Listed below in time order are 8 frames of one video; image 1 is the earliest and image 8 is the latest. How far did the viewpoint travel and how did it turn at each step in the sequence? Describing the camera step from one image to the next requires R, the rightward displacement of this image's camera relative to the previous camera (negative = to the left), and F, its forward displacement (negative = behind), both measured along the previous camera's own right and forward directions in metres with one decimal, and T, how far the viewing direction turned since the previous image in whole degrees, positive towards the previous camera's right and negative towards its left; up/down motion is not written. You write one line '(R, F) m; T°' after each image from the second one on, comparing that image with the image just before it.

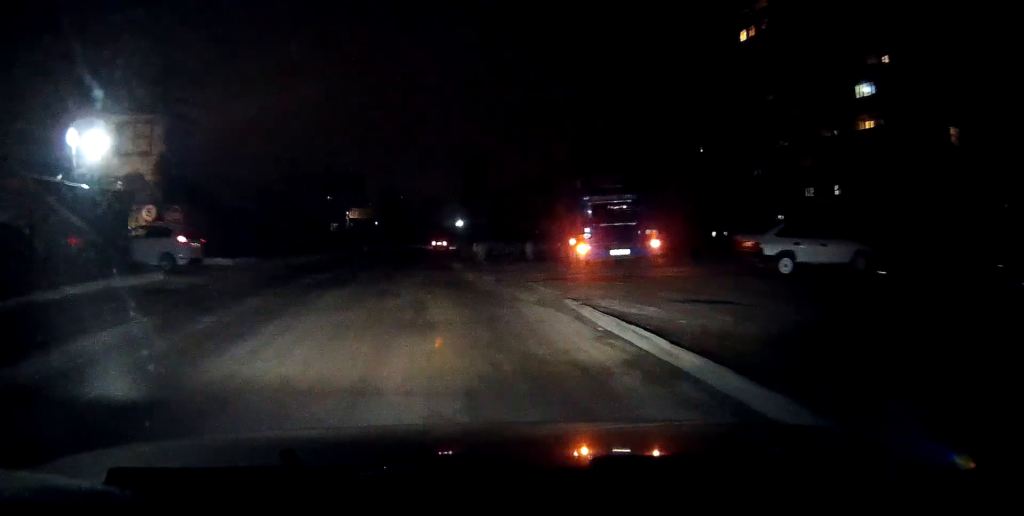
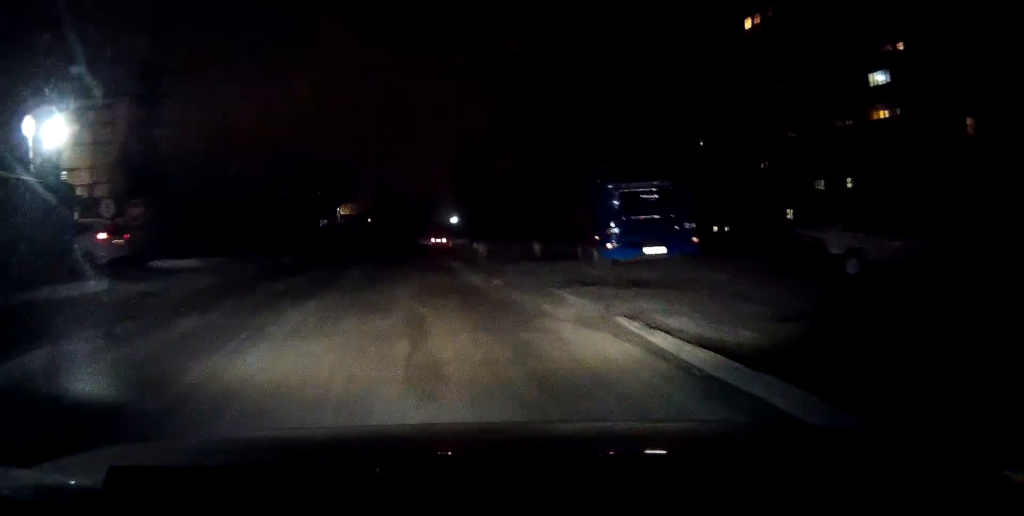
(0.0, +3.7) m; 0°
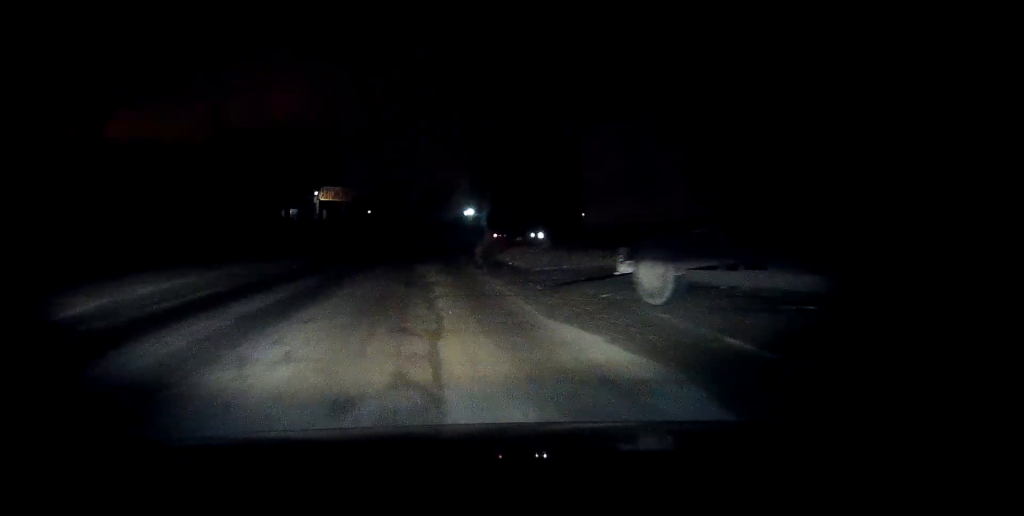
(0.0, +24.0) m; 0°
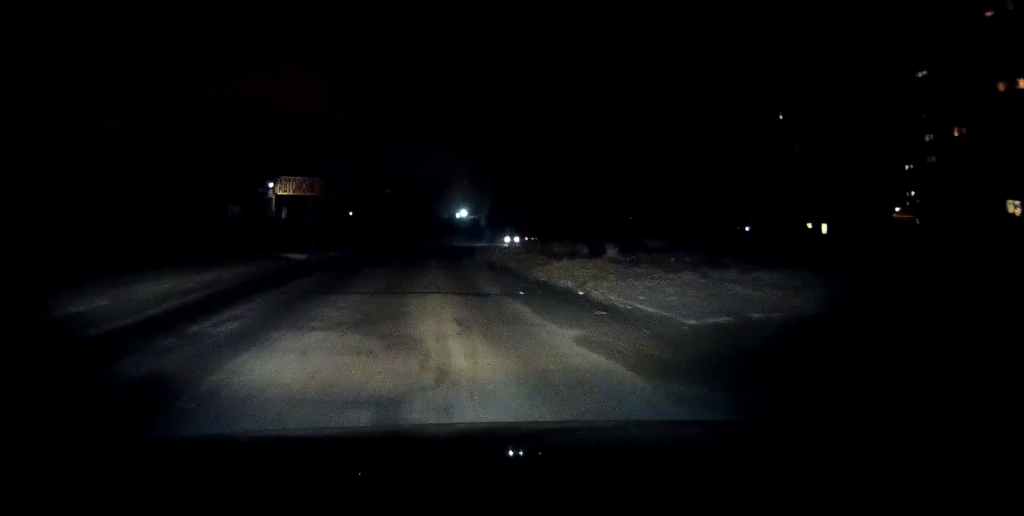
(0.0, +13.6) m; +1°
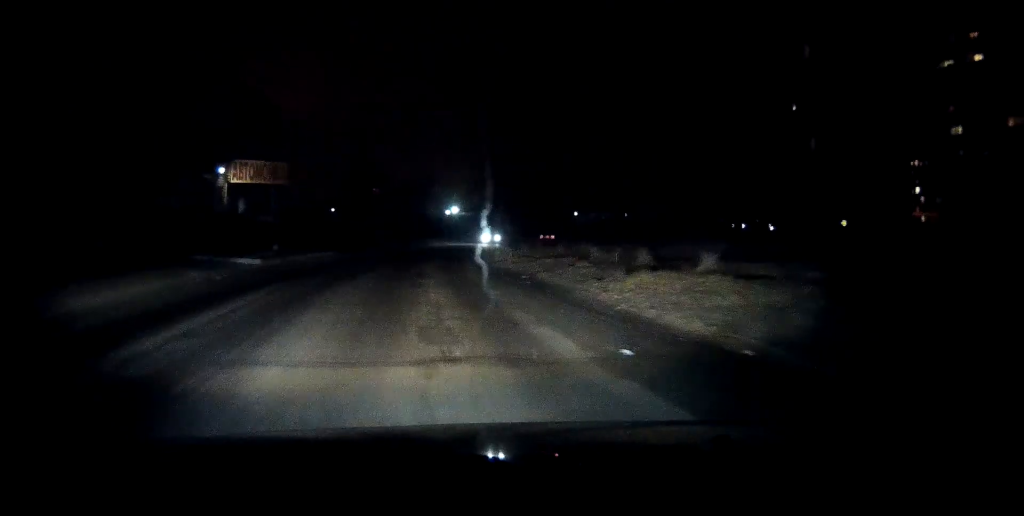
(+0.1, +8.2) m; +1°
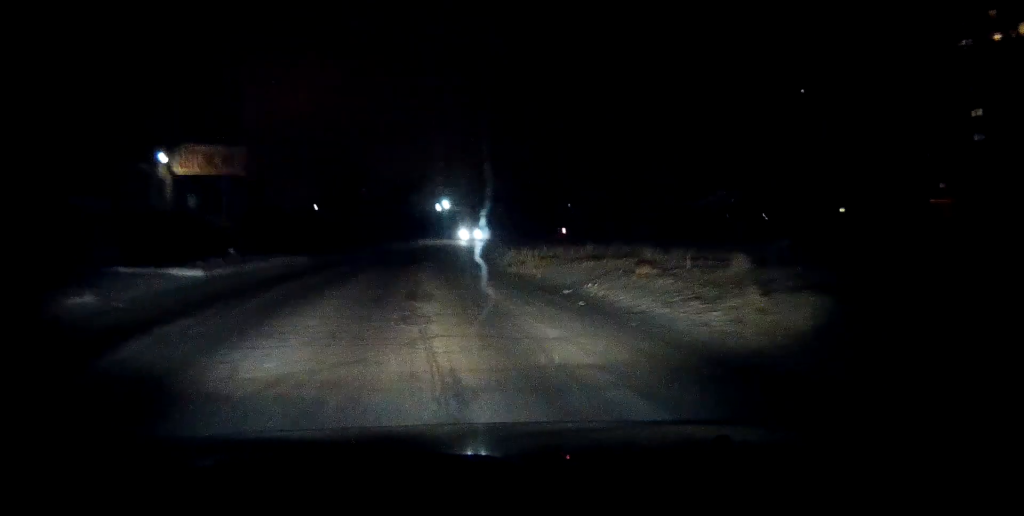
(+0.1, +6.3) m; +1°
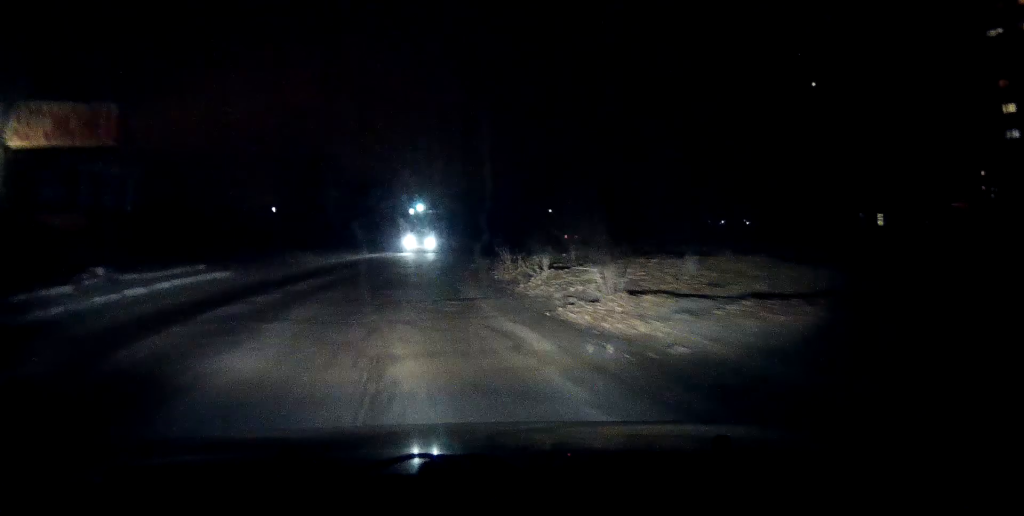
(+0.1, +10.2) m; +1°
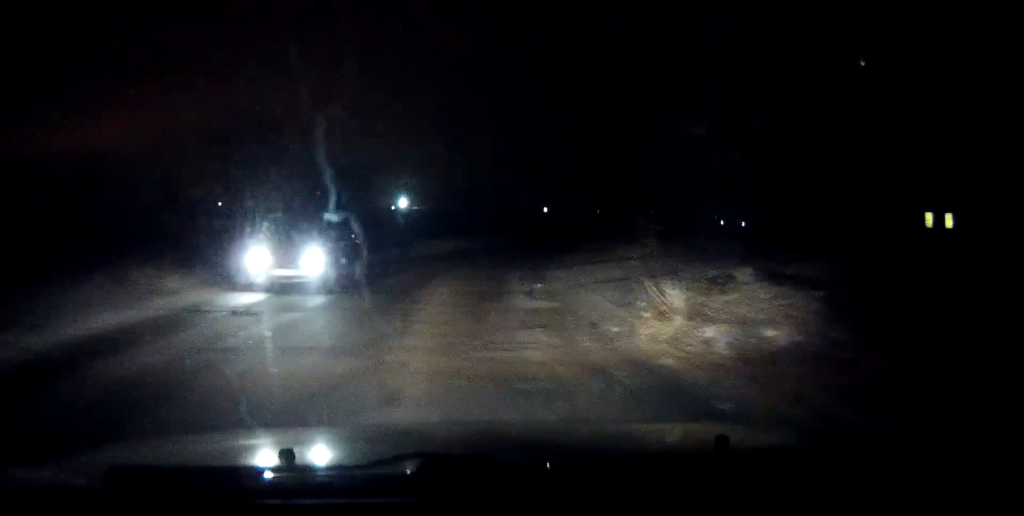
(+0.3, +15.4) m; +4°
